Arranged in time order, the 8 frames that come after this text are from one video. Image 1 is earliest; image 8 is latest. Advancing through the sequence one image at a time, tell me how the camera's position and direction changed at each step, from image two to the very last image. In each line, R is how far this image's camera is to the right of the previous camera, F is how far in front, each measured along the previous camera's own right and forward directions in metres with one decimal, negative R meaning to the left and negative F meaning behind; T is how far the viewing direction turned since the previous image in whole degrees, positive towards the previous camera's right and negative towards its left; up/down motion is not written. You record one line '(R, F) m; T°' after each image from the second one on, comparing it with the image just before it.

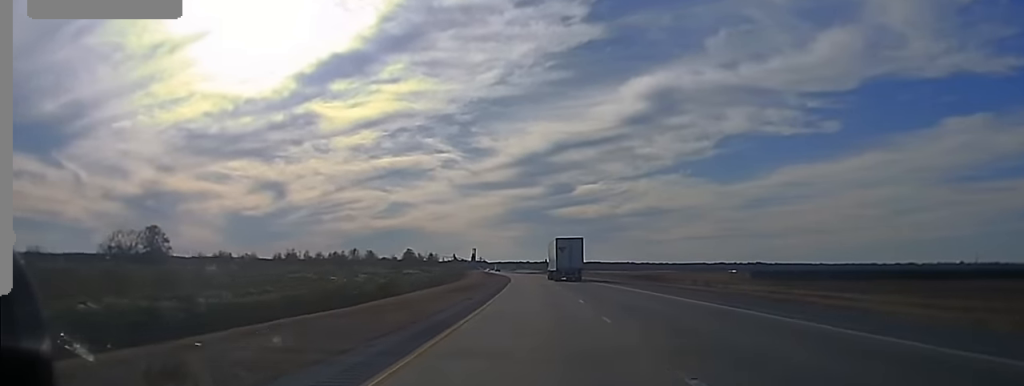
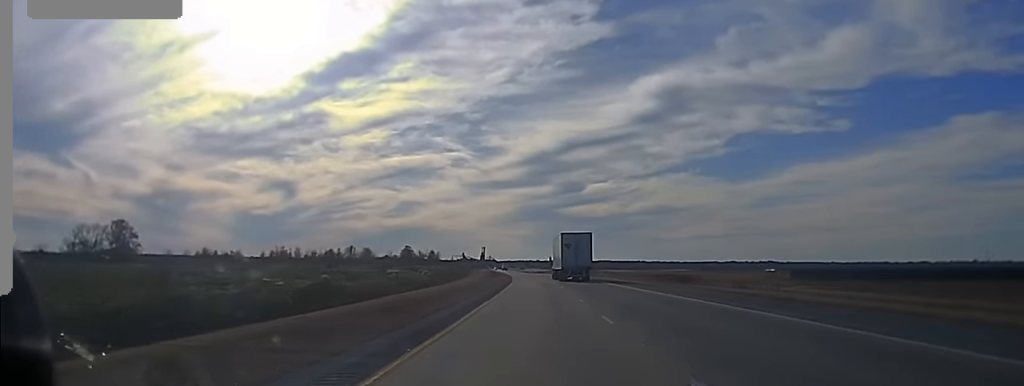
(0.0, +21.8) m; -1°
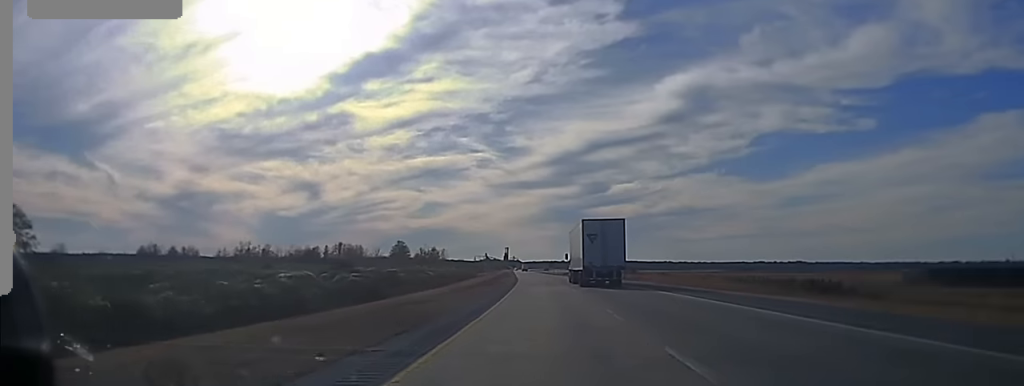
(-0.7, +57.6) m; -1°
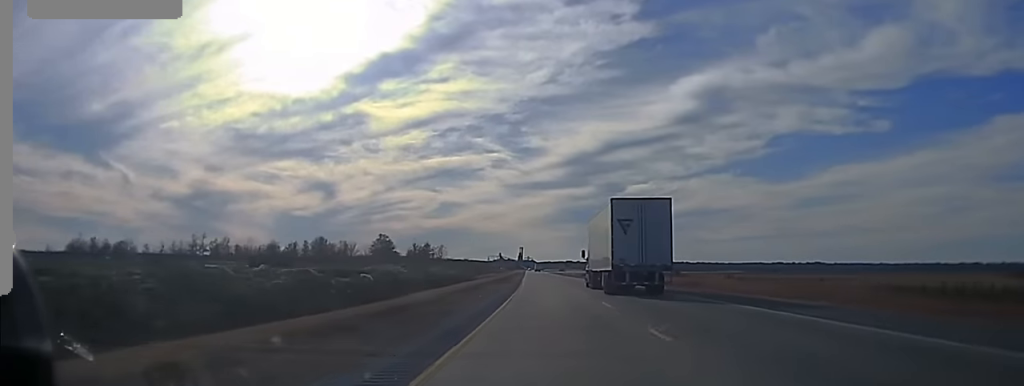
(-0.2, +45.1) m; -1°
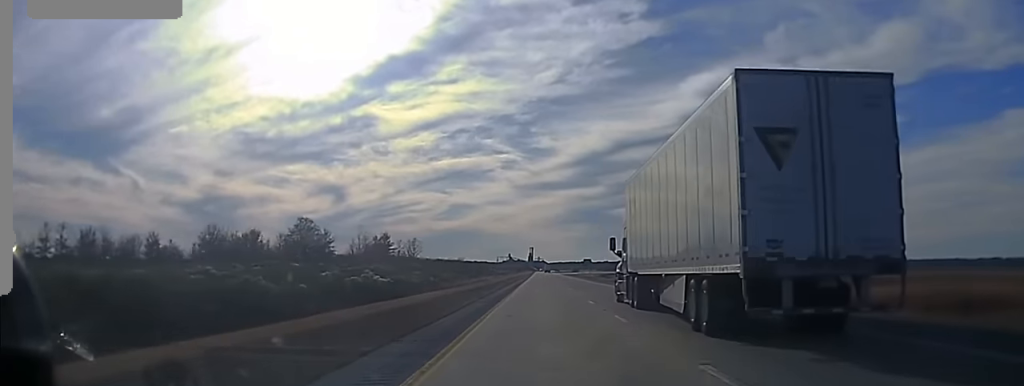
(-1.1, +65.2) m; -1°
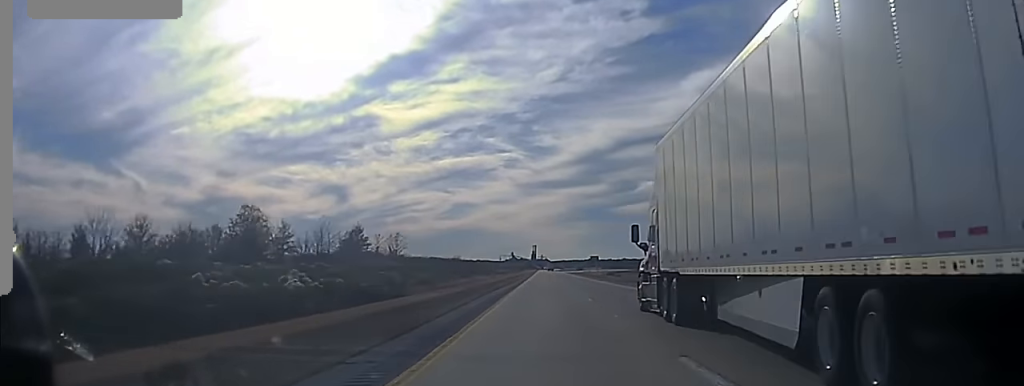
(+0.1, +24.8) m; 0°
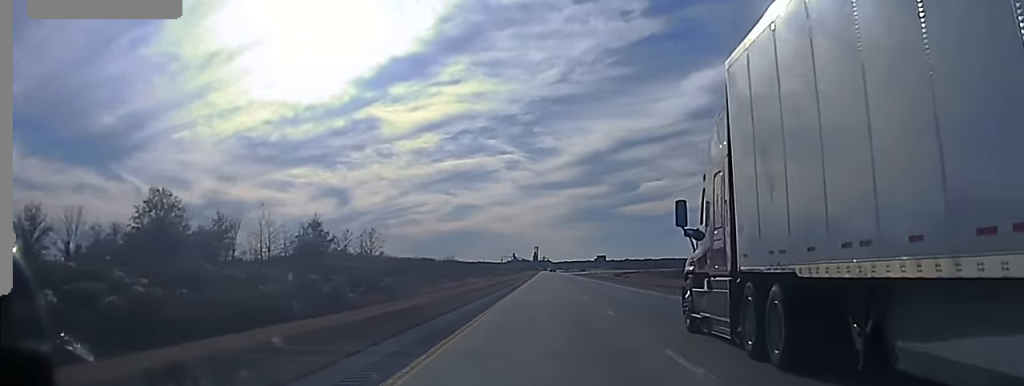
(-0.1, +23.3) m; 0°
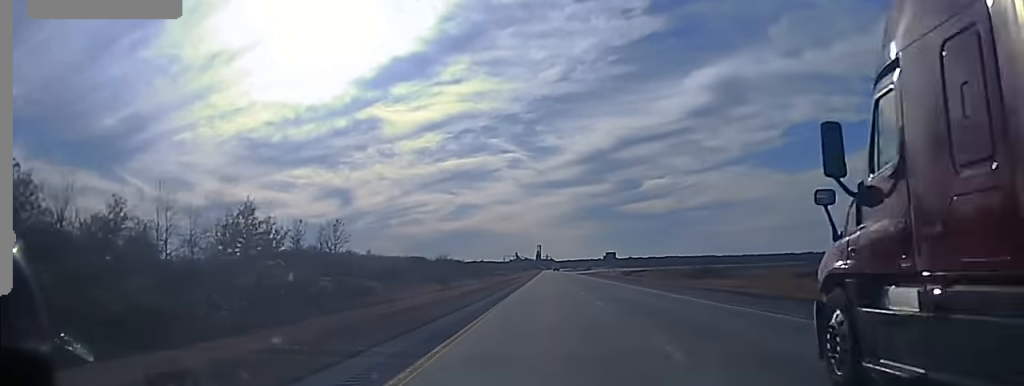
(0.0, +21.7) m; 0°
